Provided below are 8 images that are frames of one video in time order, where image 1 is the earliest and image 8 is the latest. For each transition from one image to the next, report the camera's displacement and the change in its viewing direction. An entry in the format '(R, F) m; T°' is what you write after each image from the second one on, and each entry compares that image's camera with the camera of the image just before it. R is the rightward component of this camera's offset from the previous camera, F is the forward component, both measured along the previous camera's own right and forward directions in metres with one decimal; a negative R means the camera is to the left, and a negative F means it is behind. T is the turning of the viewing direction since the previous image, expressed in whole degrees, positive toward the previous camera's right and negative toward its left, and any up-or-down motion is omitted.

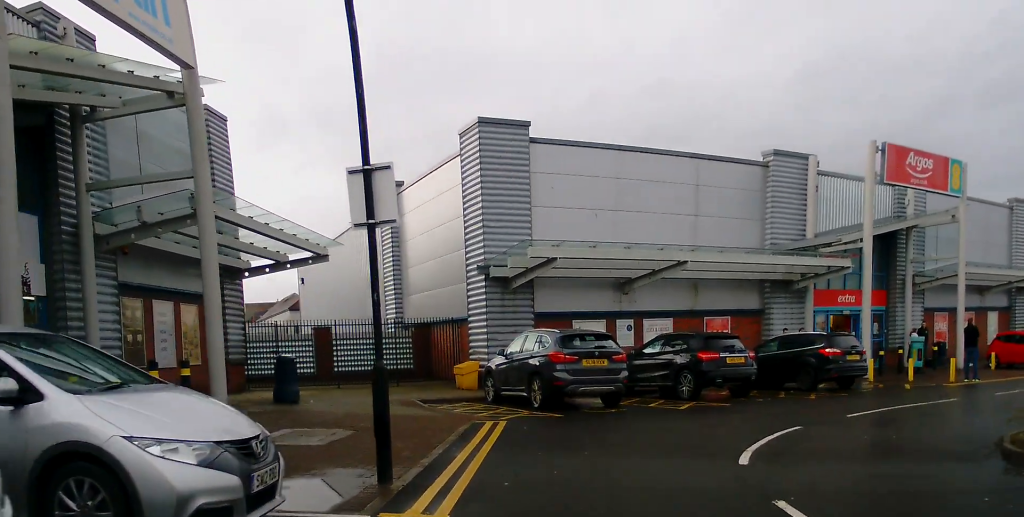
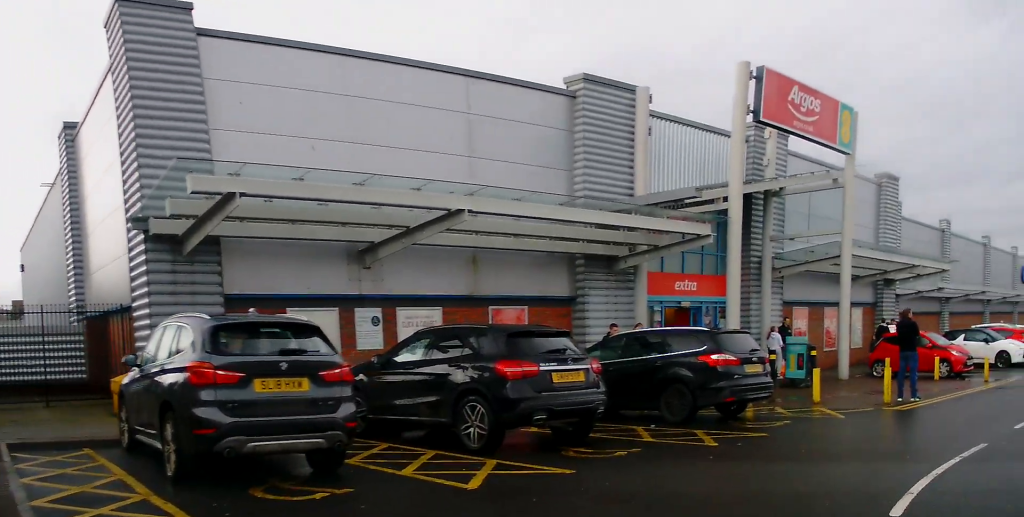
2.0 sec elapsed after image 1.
(+1.0, +8.3) m; +19°
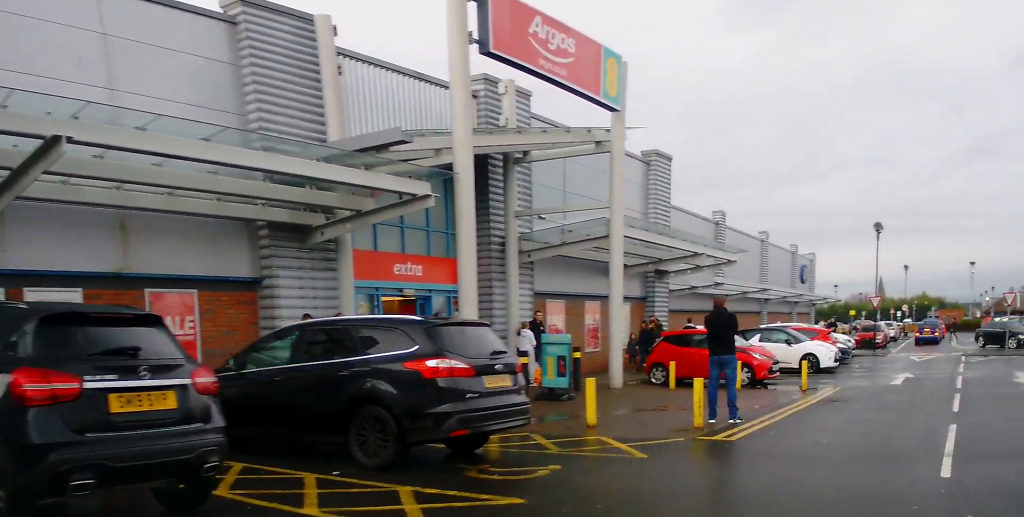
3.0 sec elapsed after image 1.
(+0.8, +4.4) m; +17°
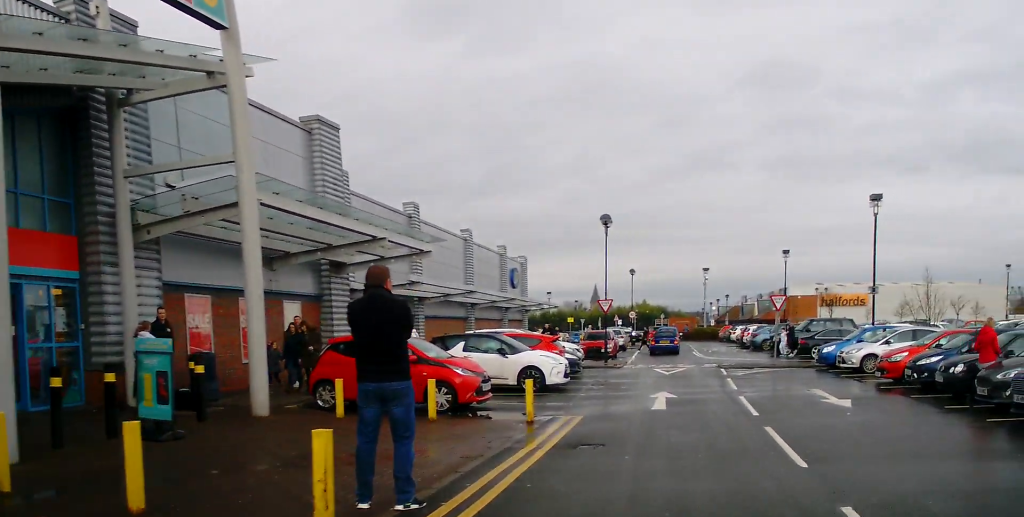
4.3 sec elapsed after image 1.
(+0.6, +5.3) m; +13°
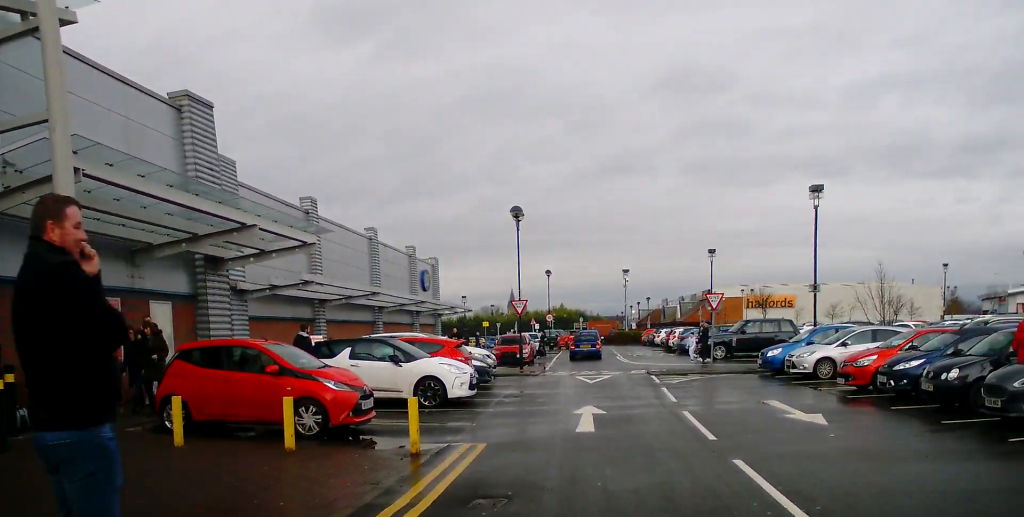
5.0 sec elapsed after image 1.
(+0.2, +3.0) m; +7°
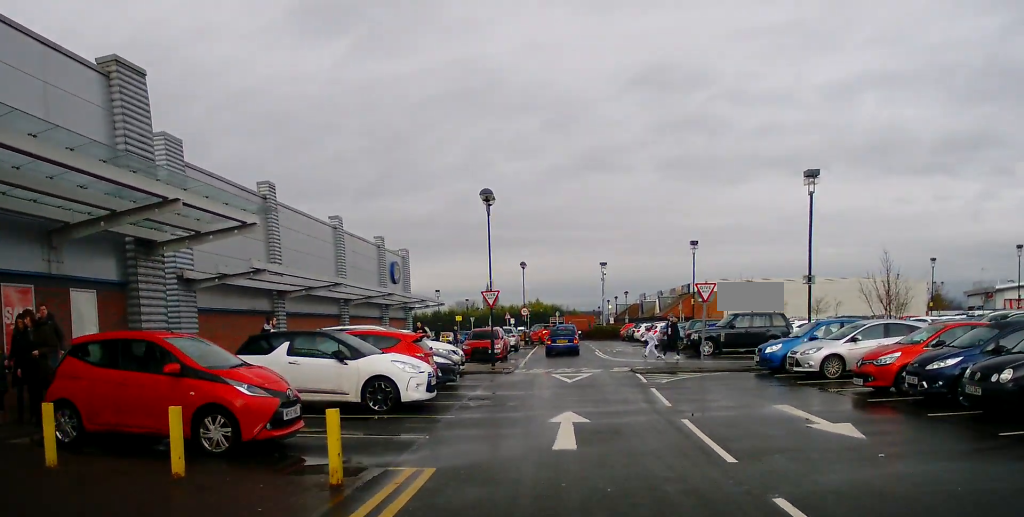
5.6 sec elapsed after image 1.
(+0.2, +2.4) m; +6°
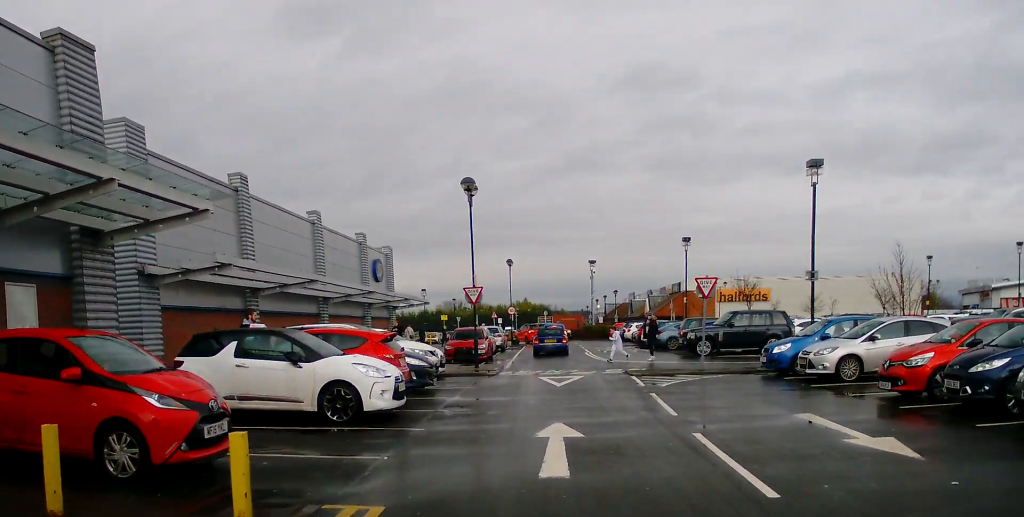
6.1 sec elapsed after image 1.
(+0.1, +1.9) m; +1°
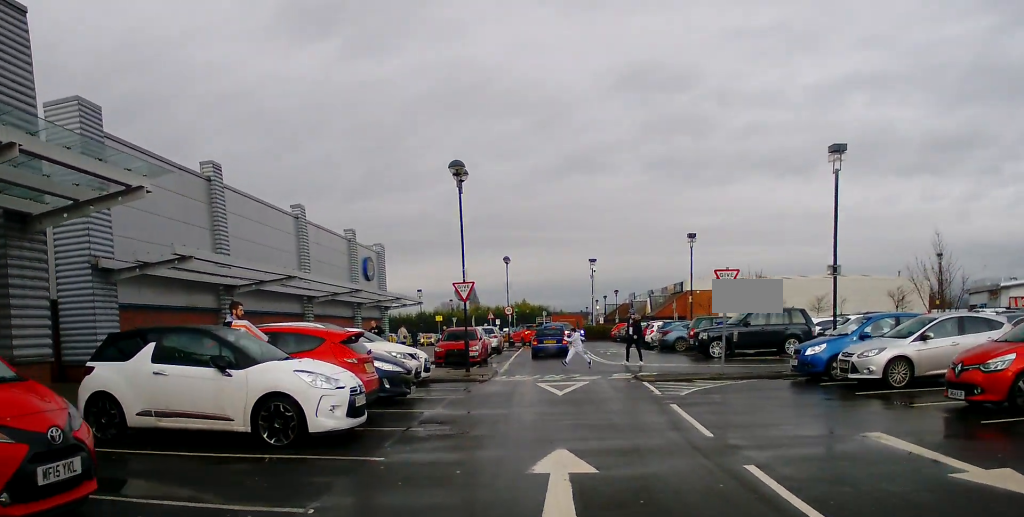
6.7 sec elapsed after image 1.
(+0.1, +2.7) m; +1°
